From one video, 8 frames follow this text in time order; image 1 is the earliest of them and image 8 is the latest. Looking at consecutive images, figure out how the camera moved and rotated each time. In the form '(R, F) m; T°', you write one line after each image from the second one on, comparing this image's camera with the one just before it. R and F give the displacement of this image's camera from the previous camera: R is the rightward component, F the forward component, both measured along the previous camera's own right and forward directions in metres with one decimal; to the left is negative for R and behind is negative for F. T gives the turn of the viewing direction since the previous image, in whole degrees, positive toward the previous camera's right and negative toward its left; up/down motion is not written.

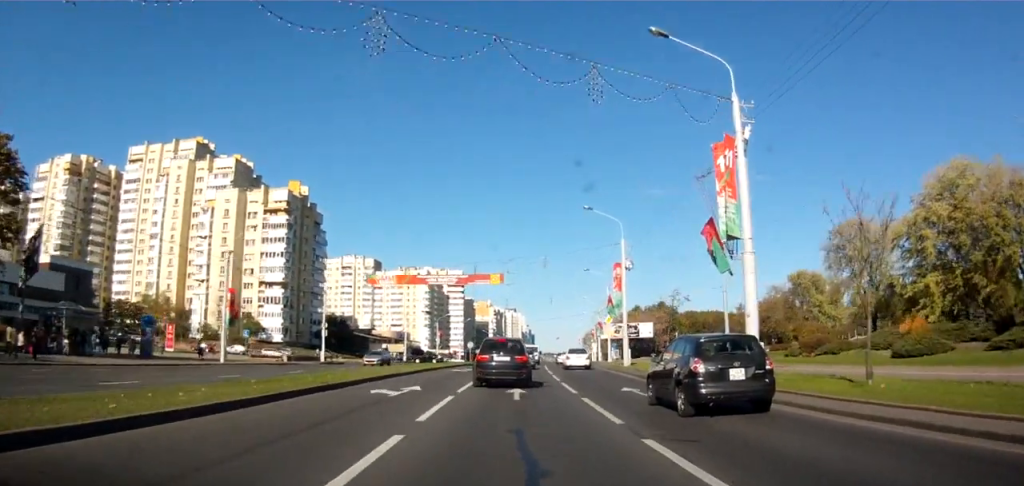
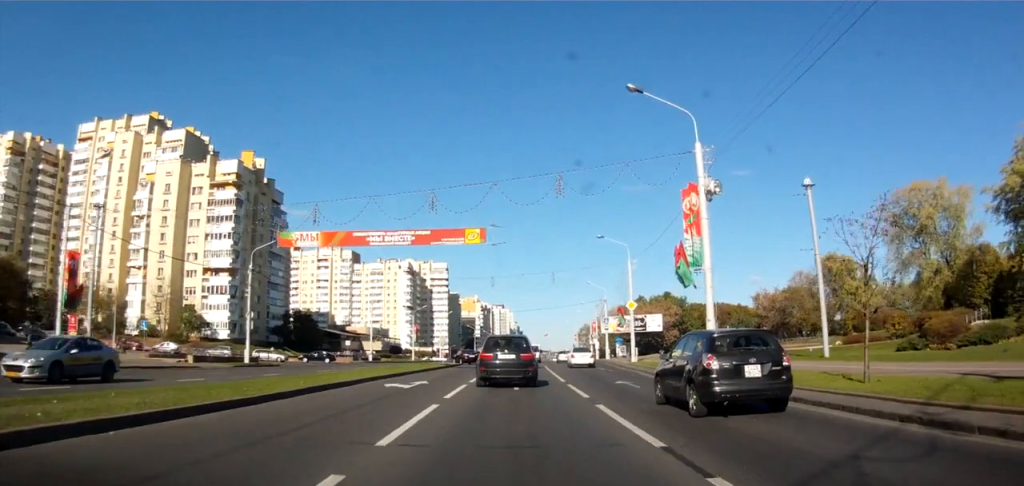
(+0.1, +19.0) m; -1°
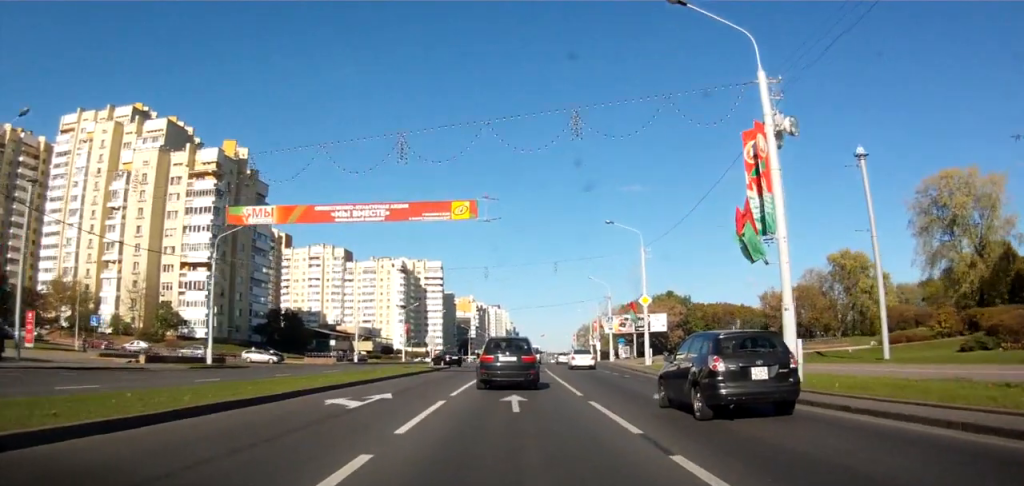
(-0.2, +6.6) m; 0°
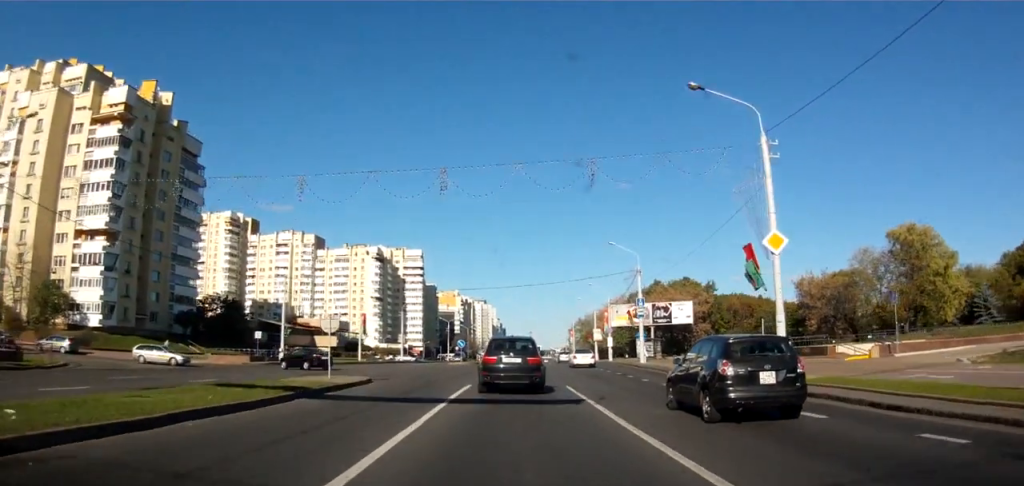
(+0.3, +24.4) m; +2°
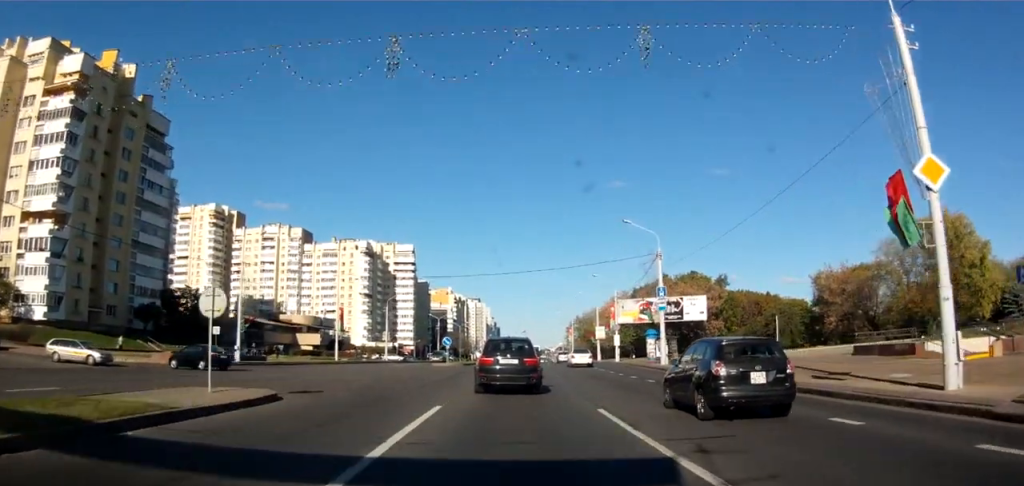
(-0.2, +9.4) m; +2°
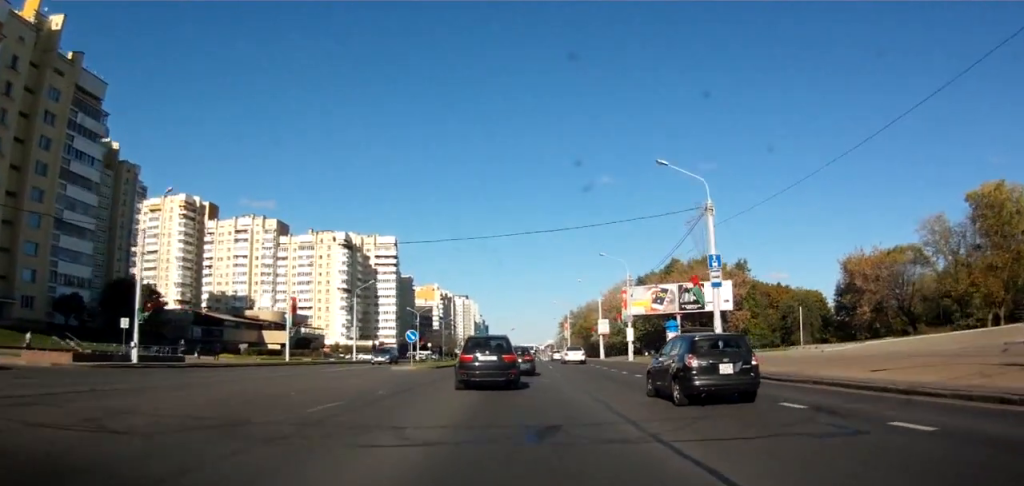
(+0.7, +14.2) m; +2°
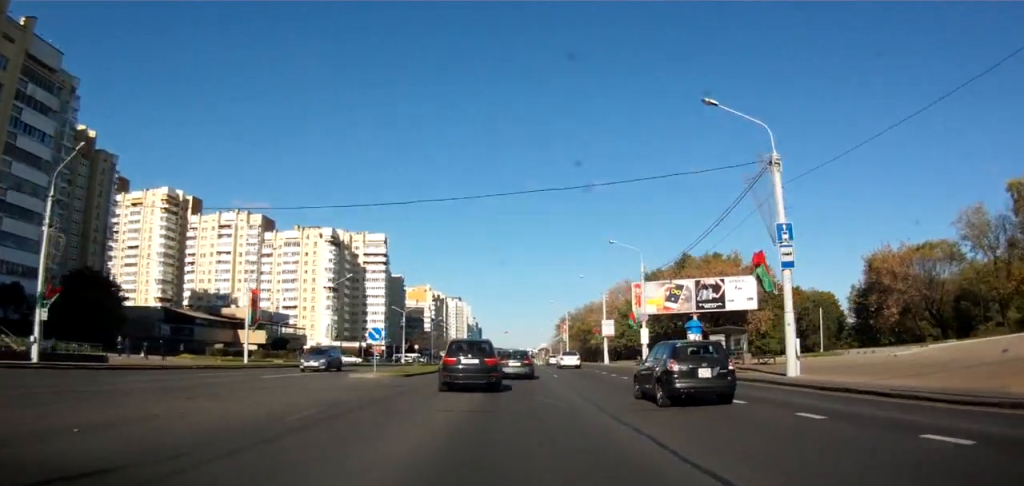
(-0.1, +9.0) m; +1°
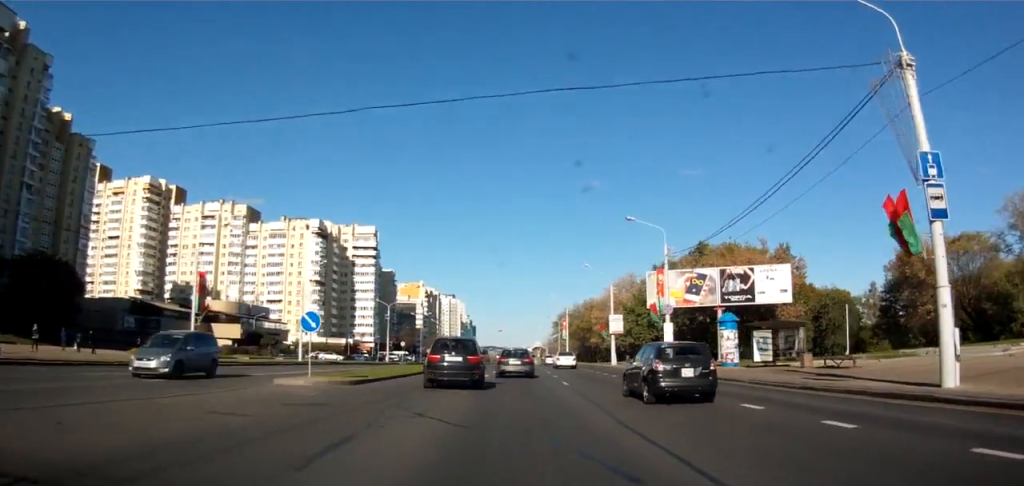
(-0.4, +9.0) m; +1°
